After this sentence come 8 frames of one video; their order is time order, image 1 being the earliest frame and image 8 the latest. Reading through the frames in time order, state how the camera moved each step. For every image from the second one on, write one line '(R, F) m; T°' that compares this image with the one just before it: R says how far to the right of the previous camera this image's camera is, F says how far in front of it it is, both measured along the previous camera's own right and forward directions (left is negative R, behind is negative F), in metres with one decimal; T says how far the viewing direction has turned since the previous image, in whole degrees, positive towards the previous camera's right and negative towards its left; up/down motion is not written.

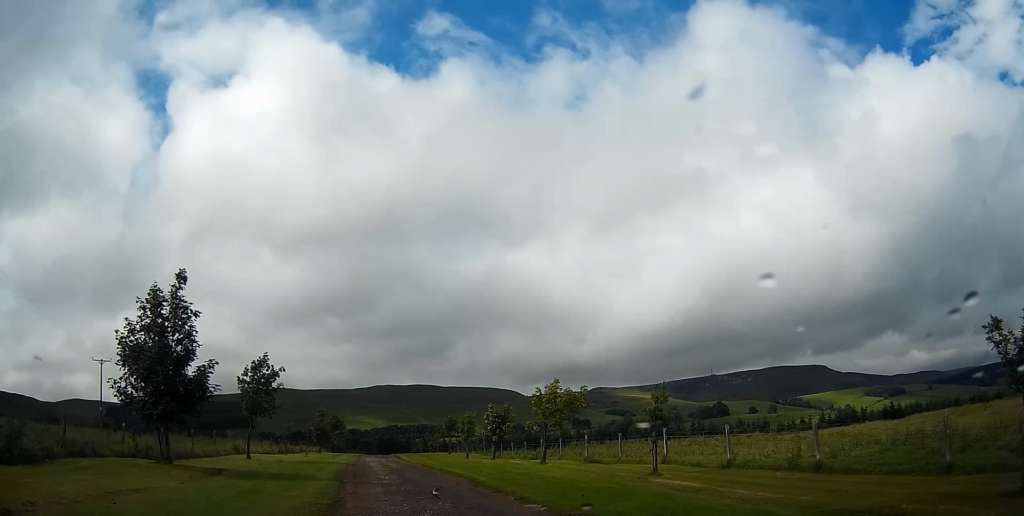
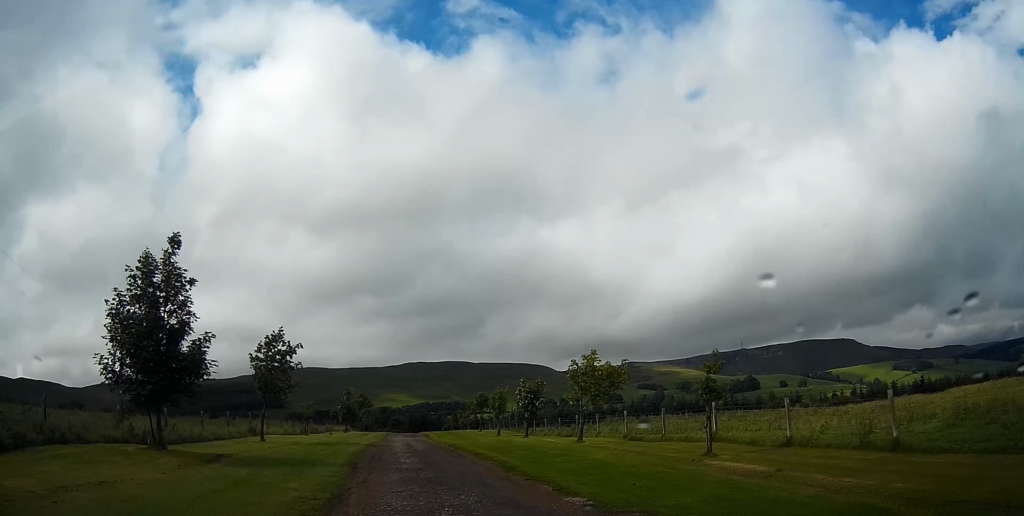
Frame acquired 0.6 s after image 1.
(0.0, +2.0) m; -4°
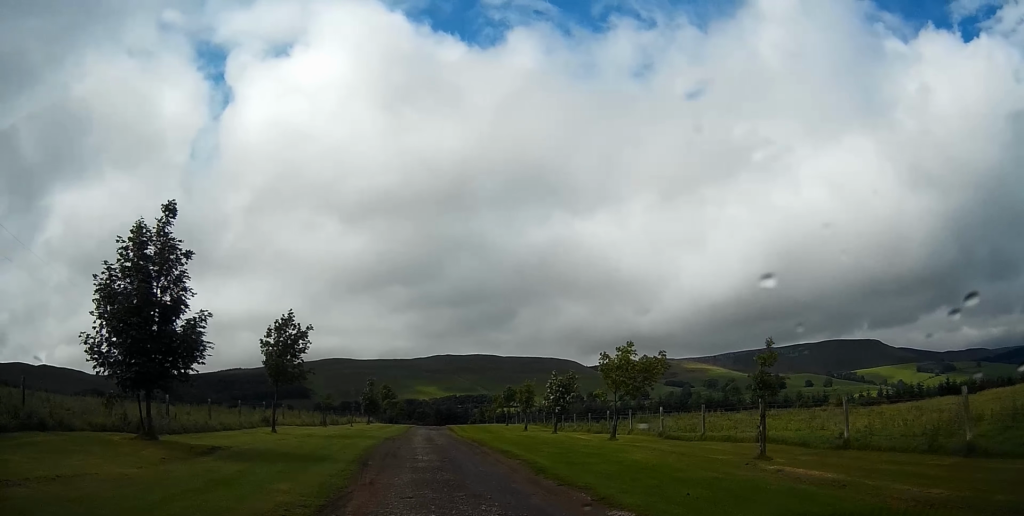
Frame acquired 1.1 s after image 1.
(-0.1, +1.7) m; -3°
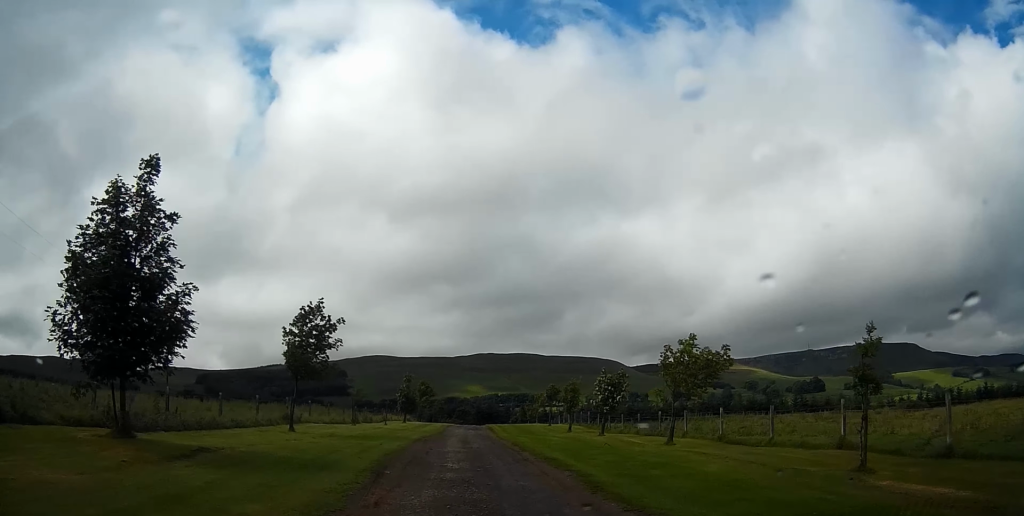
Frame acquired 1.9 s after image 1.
(-0.1, +2.6) m; -6°
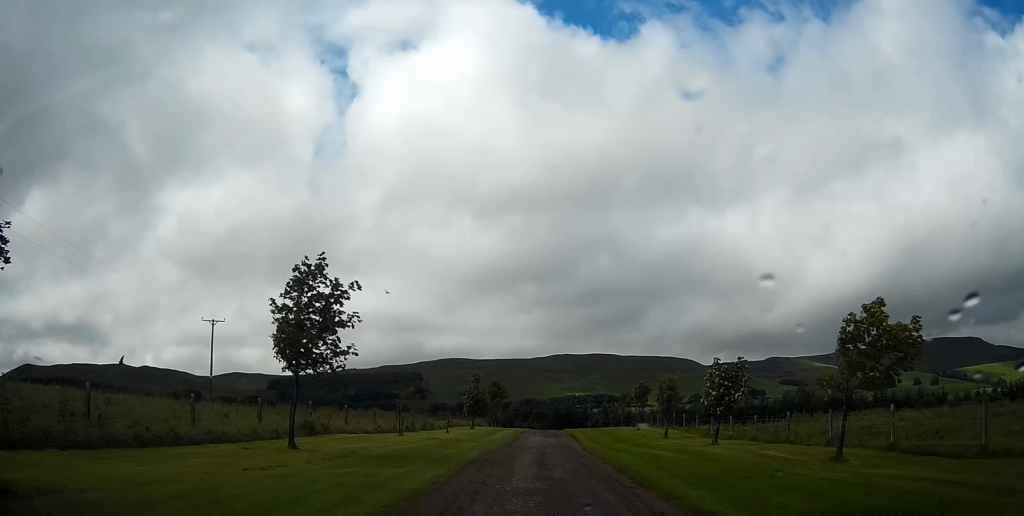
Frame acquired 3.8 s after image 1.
(-1.1, +6.7) m; -16°
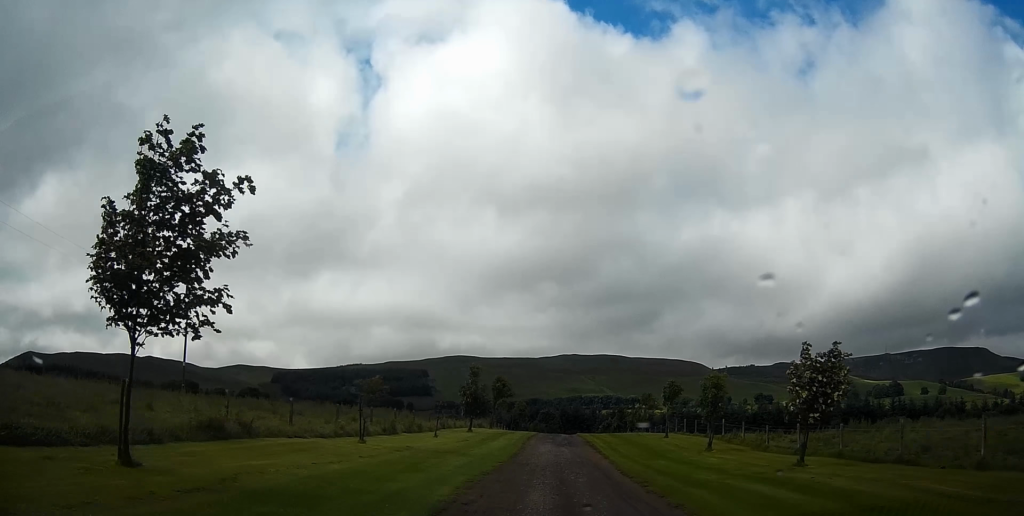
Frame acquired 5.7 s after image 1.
(+0.3, +6.9) m; +8°
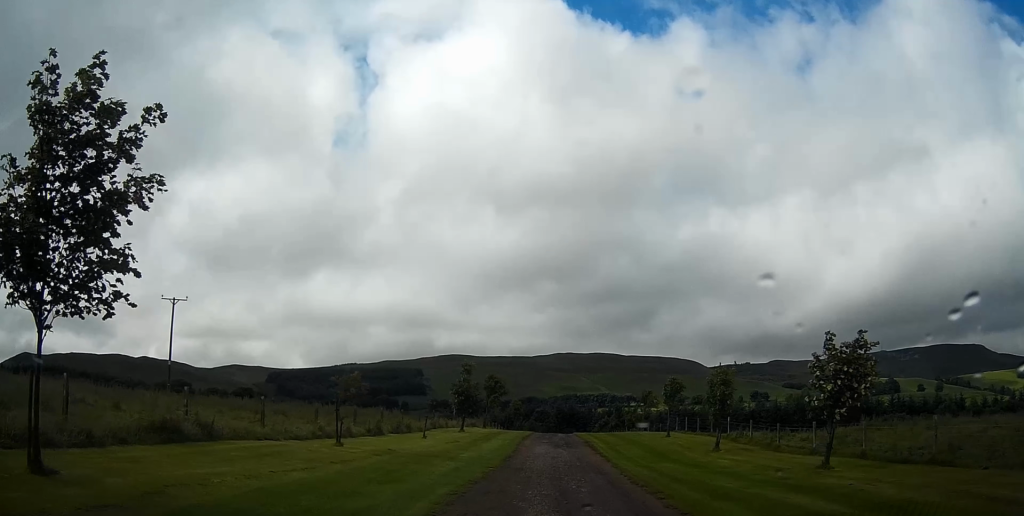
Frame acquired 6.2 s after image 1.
(+0.1, +2.0) m; +1°
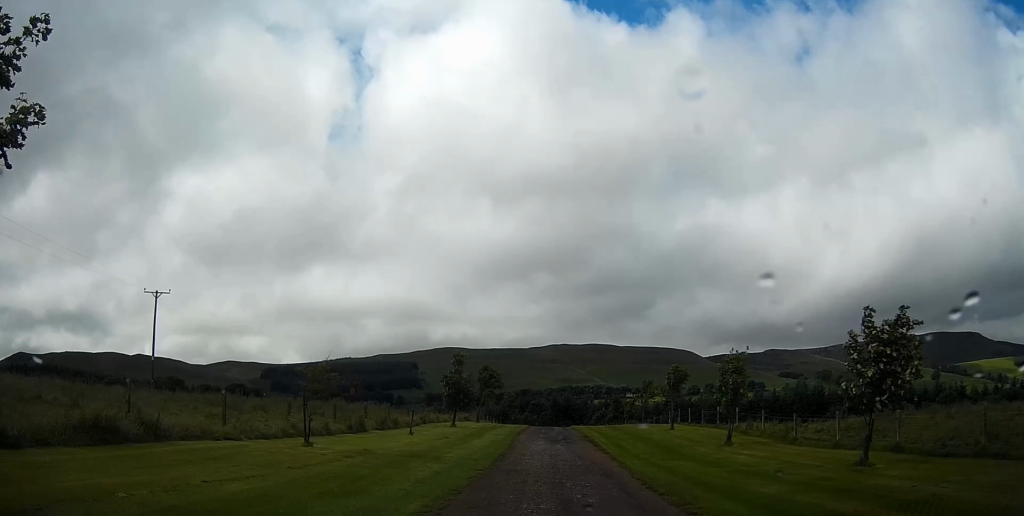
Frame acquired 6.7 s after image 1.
(+0.1, +2.3) m; +1°
